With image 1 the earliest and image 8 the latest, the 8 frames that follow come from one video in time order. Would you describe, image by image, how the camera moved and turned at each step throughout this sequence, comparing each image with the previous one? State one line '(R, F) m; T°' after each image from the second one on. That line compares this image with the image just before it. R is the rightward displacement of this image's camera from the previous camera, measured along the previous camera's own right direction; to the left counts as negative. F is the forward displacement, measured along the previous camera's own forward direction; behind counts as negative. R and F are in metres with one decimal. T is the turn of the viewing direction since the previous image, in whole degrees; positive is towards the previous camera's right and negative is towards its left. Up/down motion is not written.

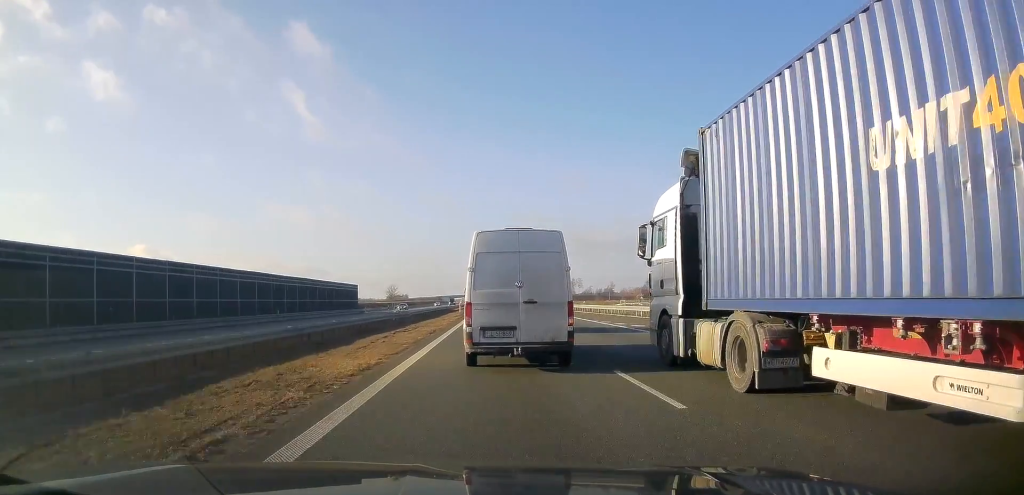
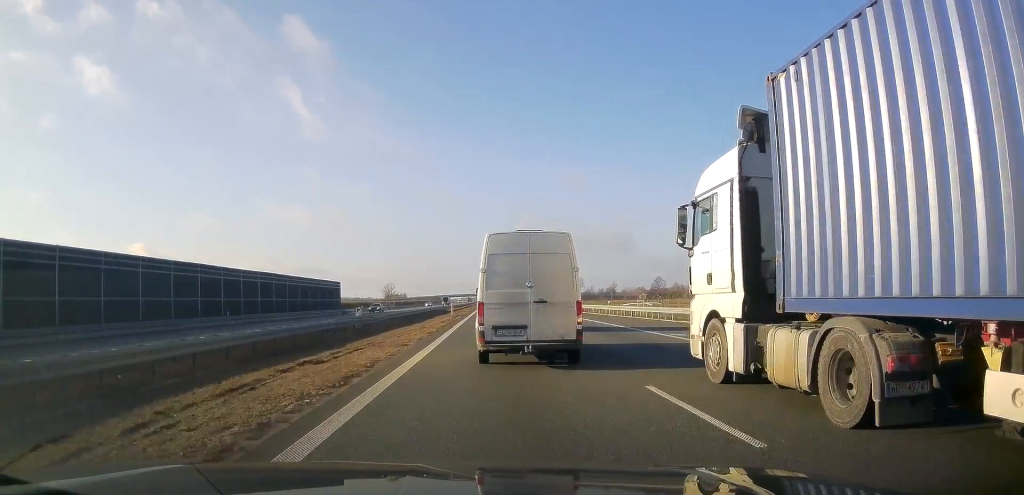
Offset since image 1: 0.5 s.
(0.0, +14.5) m; 0°
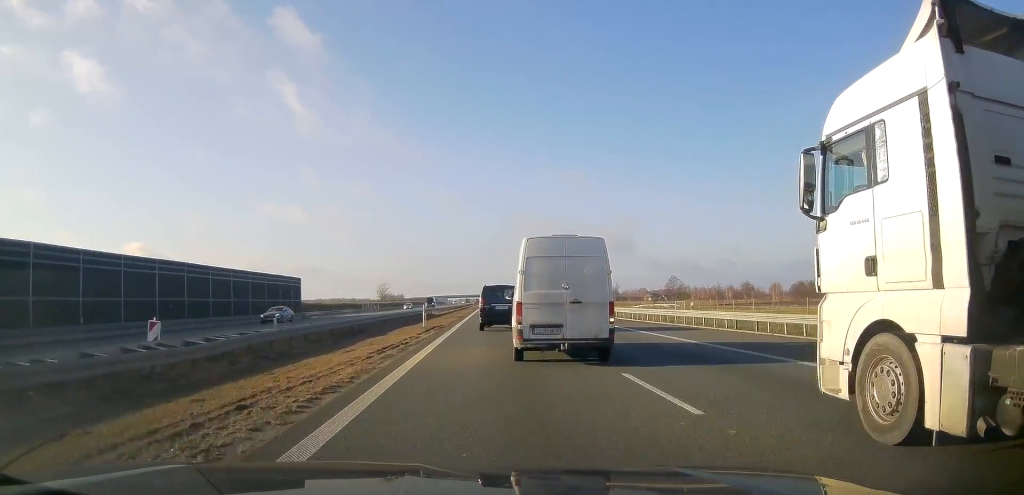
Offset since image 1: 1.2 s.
(-0.3, +21.5) m; 0°
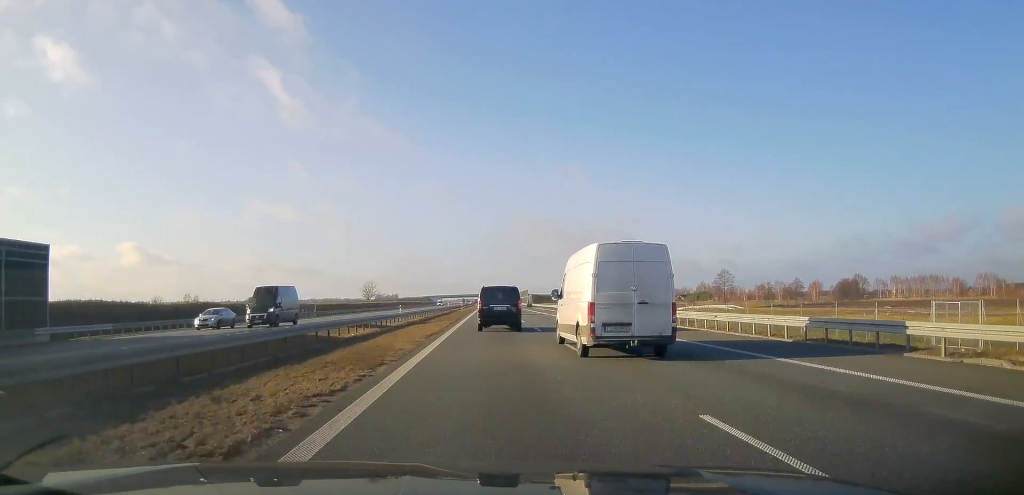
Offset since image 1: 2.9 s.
(+0.7, +52.1) m; 0°
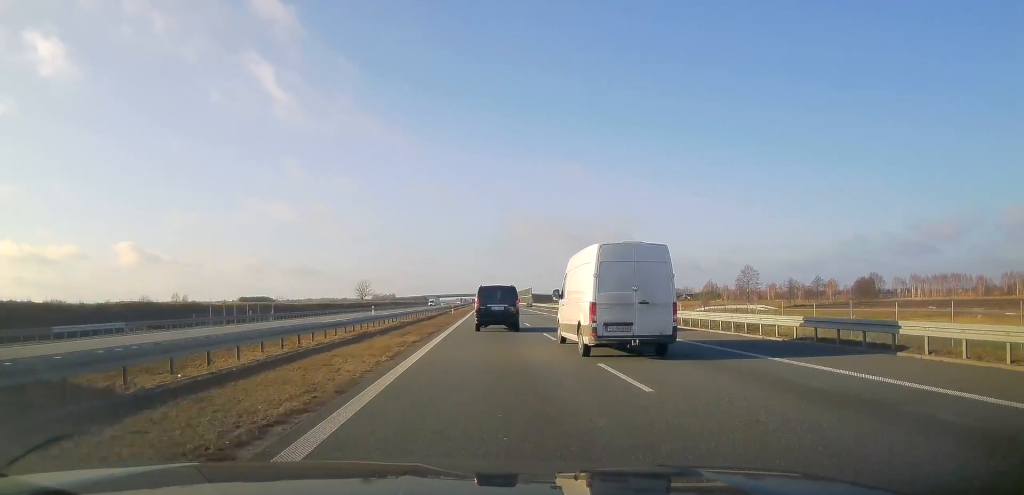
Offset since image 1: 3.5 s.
(-0.1, +18.7) m; 0°
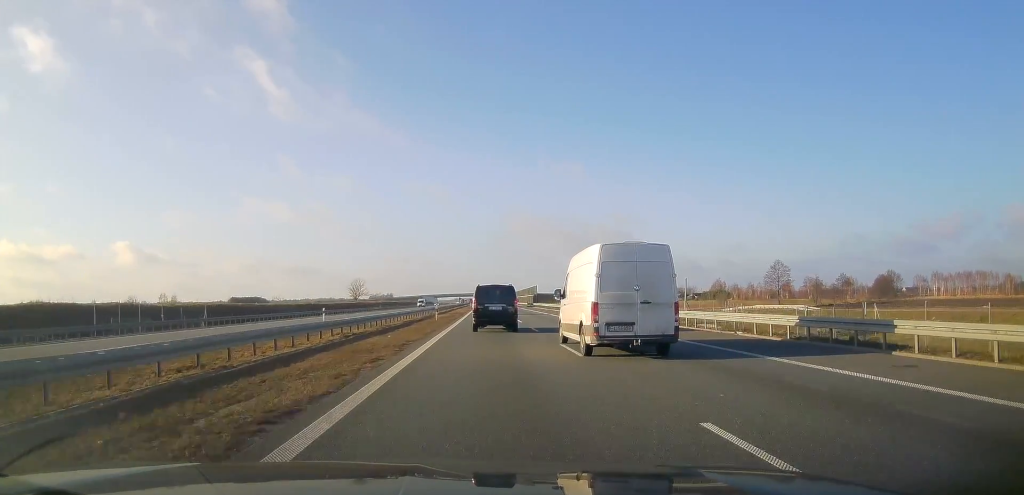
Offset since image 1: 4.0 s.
(-0.4, +18.4) m; 0°
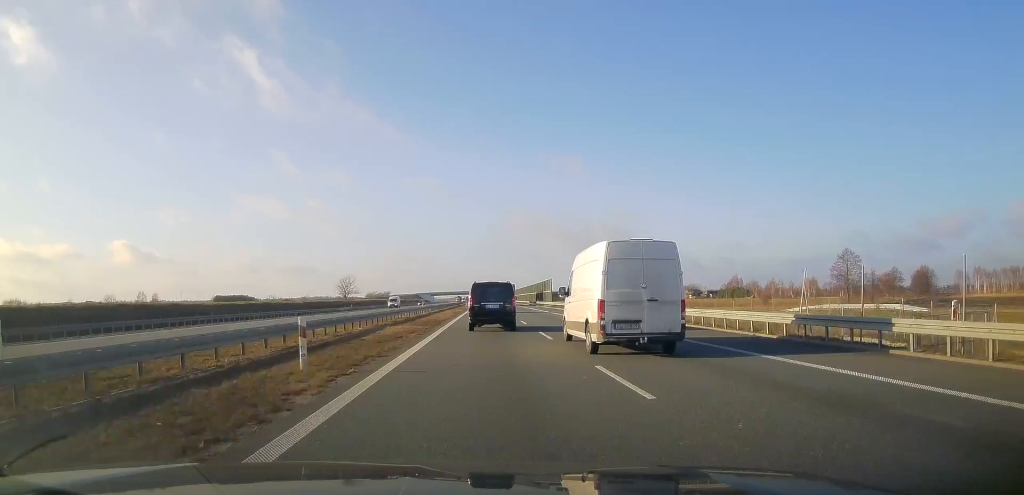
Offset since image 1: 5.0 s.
(+0.6, +30.5) m; 0°
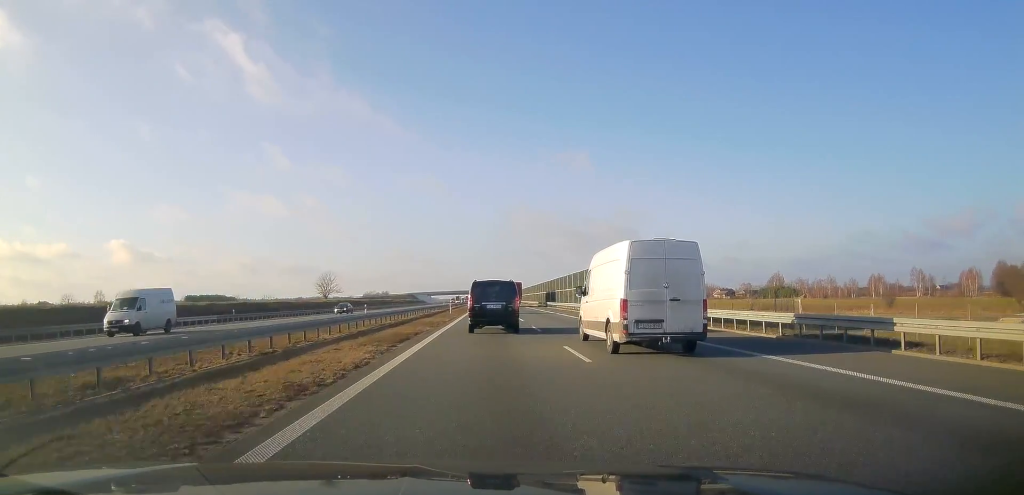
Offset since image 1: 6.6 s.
(-0.6, +55.3) m; 0°
